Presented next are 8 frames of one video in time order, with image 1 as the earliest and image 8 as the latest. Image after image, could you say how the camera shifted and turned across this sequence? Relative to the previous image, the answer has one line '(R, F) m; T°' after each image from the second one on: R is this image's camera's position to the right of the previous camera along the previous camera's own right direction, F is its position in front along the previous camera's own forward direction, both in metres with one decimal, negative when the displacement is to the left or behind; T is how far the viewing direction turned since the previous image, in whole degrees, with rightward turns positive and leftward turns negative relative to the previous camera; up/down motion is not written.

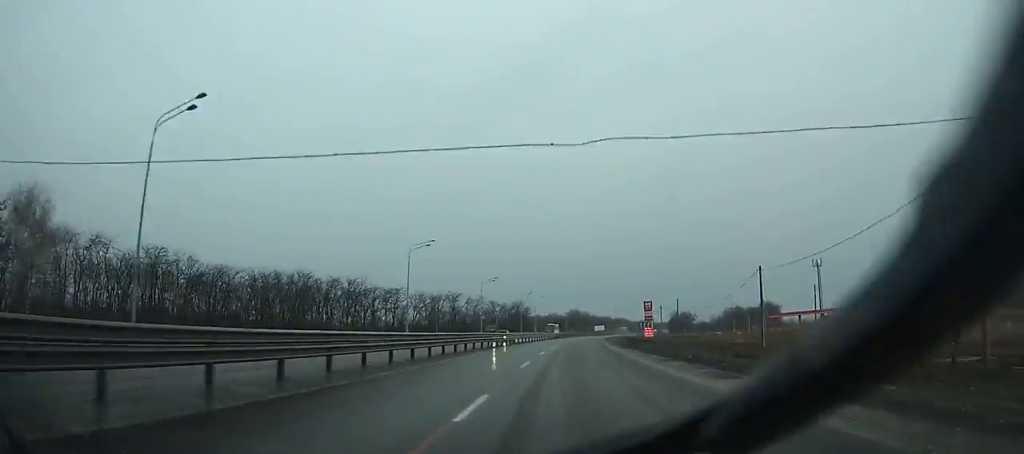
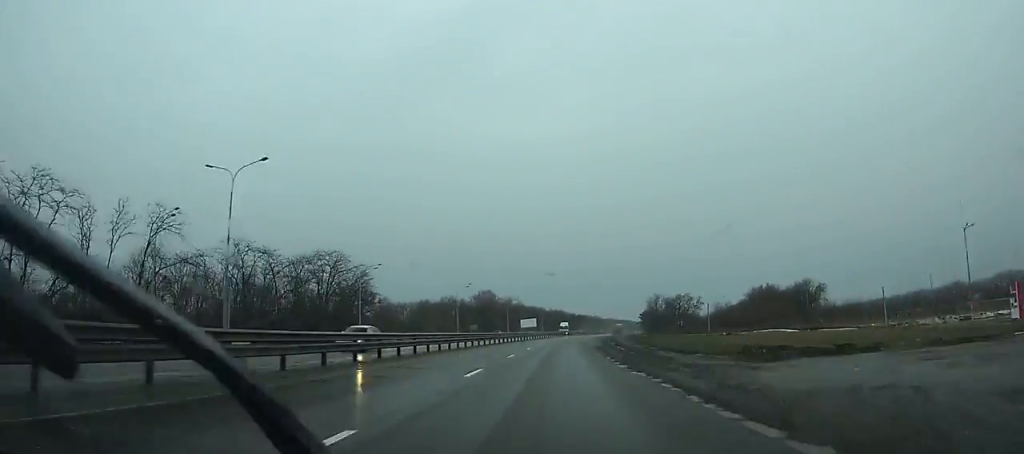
(+9.5, +147.0) m; +7°
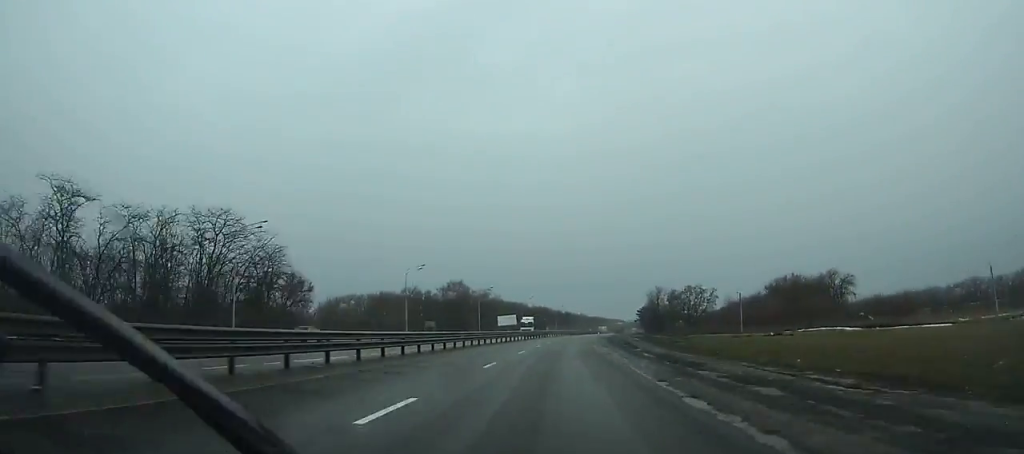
(+0.3, +32.9) m; +2°
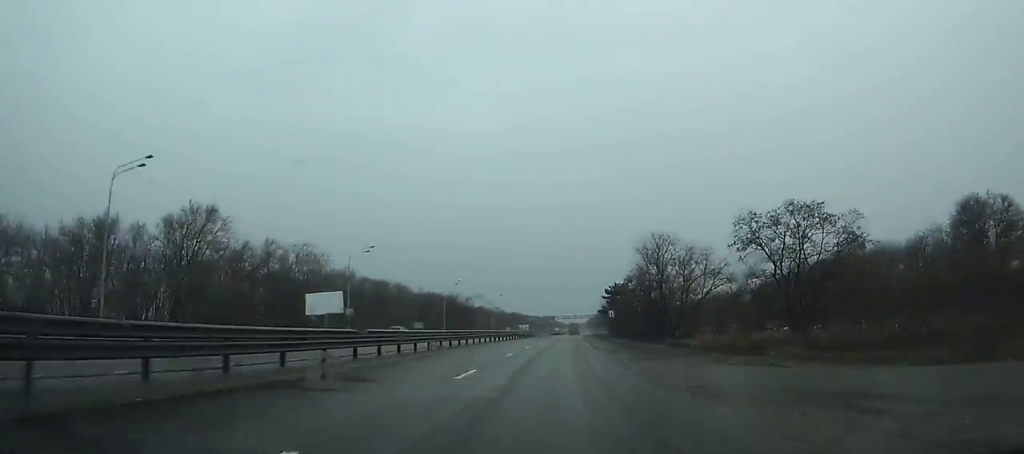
(+5.4, +101.0) m; +6°
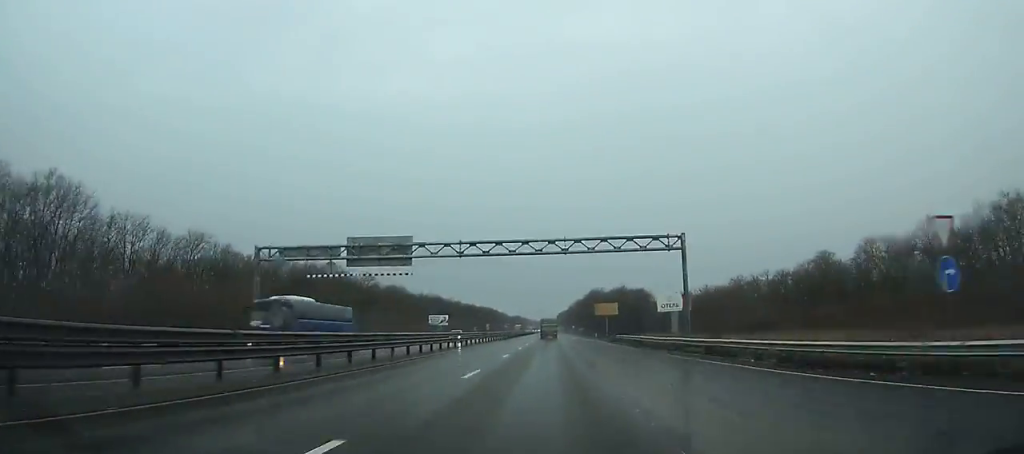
(+6.9, +181.6) m; +2°
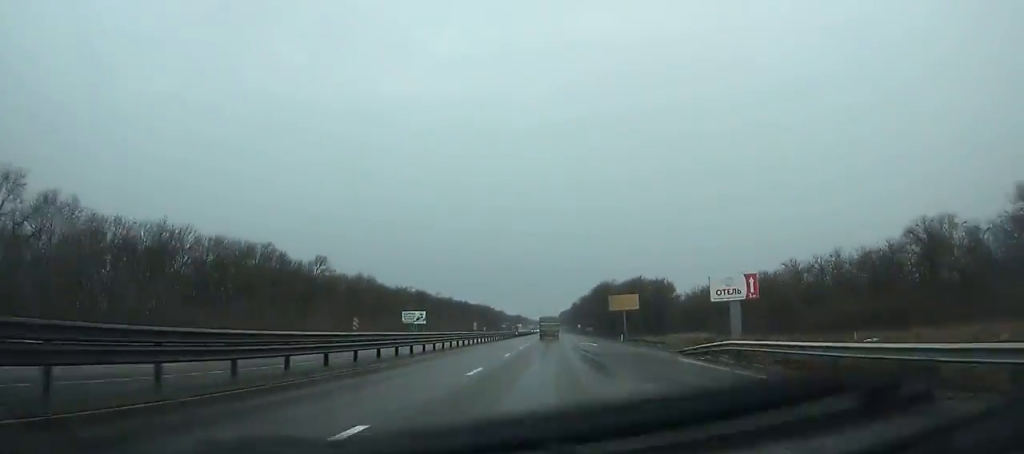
(-0.1, +33.8) m; 0°
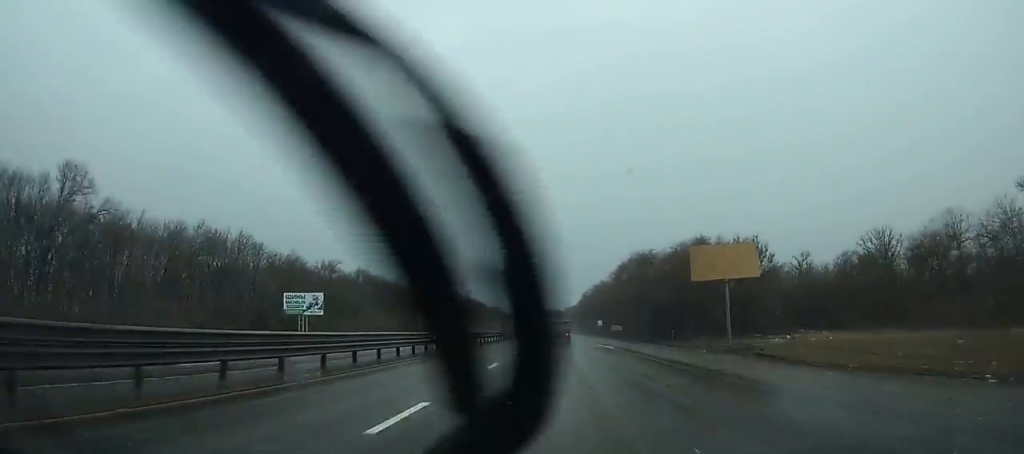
(-0.2, +65.7) m; 0°
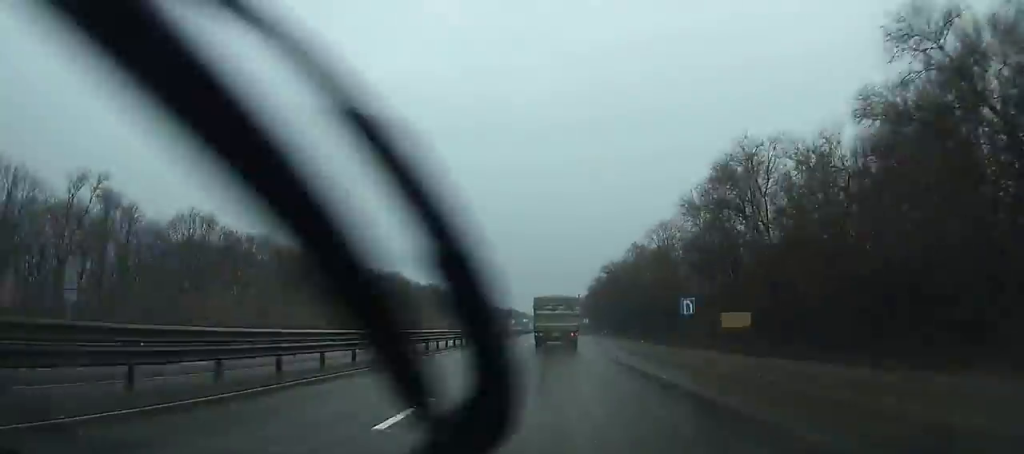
(0.0, +66.2) m; 0°
